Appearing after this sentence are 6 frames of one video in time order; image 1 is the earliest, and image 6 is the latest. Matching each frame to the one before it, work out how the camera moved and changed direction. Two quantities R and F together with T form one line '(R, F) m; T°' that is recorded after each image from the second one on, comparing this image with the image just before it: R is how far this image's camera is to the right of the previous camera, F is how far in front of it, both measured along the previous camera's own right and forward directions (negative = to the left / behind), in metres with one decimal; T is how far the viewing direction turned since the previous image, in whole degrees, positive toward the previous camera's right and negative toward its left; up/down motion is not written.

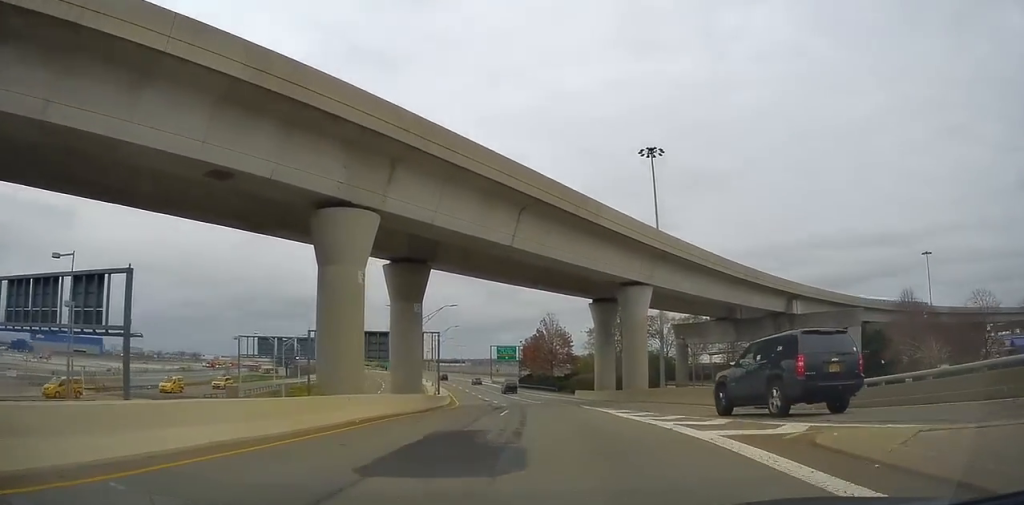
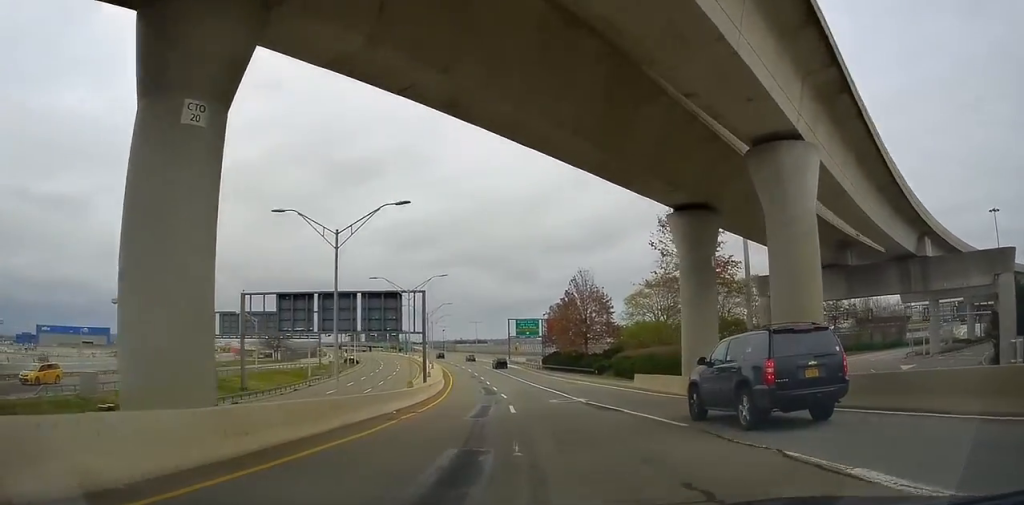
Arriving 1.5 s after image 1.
(+0.6, +25.1) m; 0°
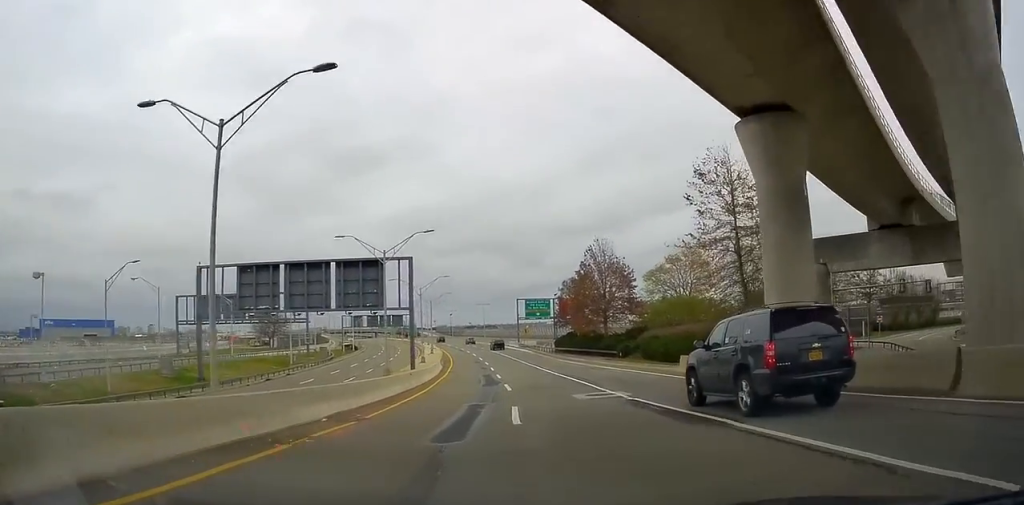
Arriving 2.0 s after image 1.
(-0.4, +9.1) m; -1°
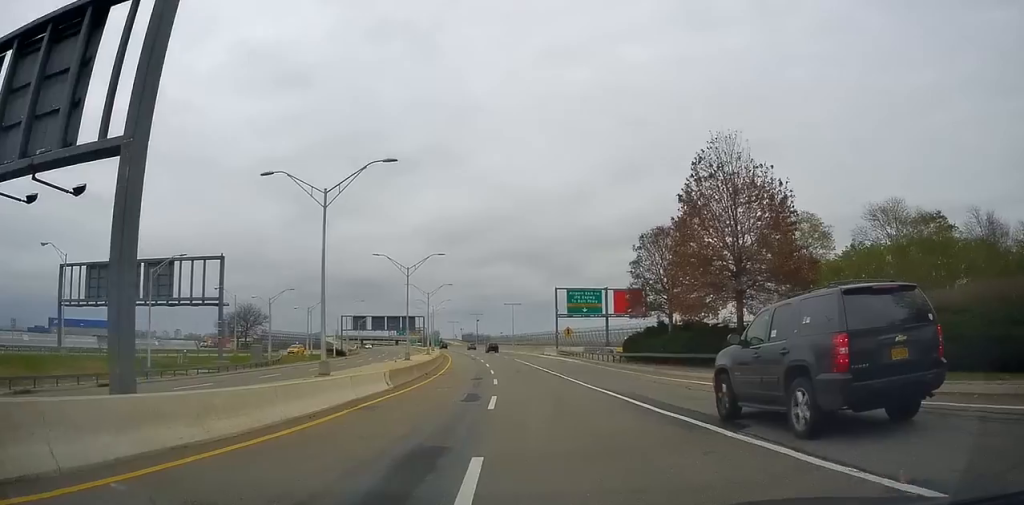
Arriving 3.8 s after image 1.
(-0.4, +30.7) m; -1°
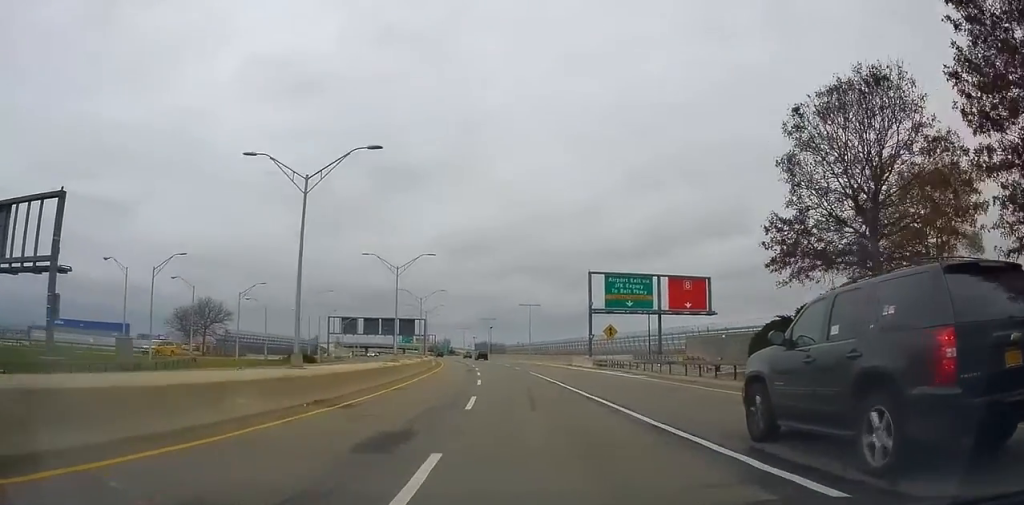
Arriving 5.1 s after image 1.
(-0.1, +21.6) m; -2°
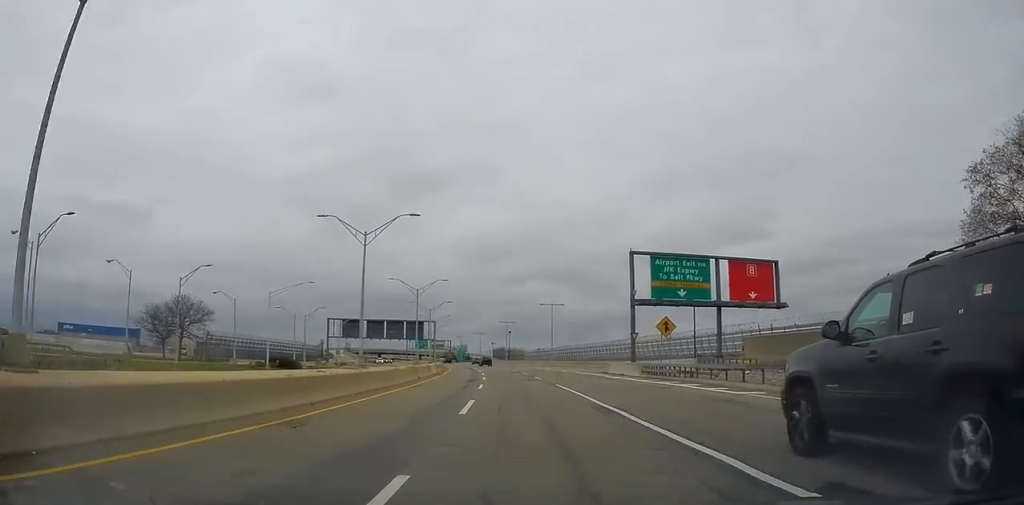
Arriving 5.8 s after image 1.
(-0.2, +12.7) m; -1°
